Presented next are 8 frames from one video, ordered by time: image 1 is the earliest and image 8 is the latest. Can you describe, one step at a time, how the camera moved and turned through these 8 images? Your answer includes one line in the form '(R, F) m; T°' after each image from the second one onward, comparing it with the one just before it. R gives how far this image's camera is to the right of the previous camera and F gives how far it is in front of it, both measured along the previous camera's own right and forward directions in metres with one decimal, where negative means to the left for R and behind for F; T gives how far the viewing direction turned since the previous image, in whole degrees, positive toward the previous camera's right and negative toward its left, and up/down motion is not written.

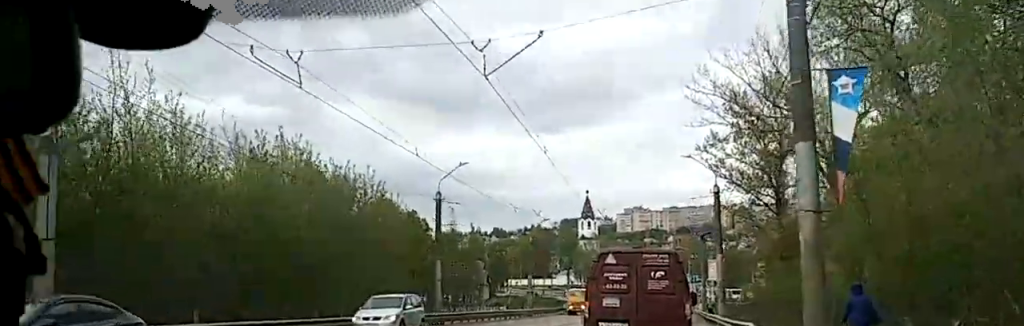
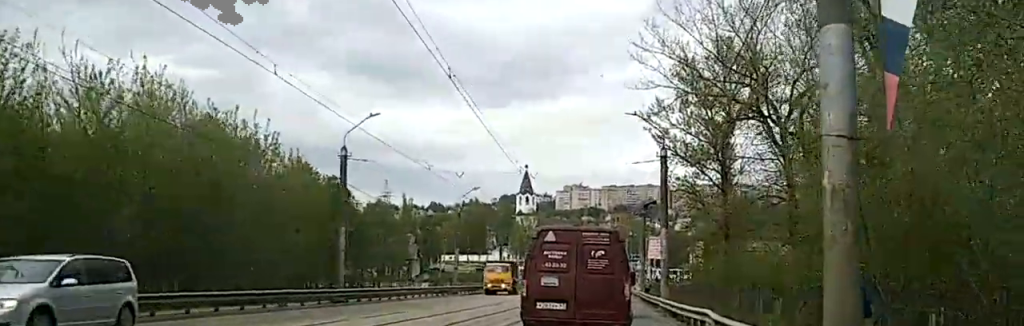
(-0.1, +7.4) m; -1°
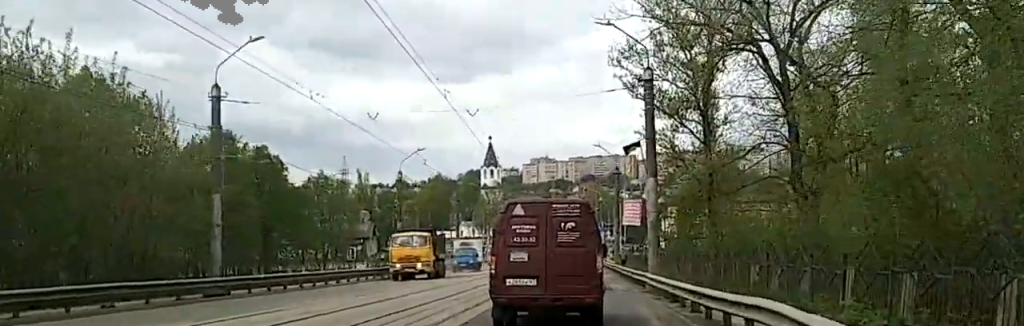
(-0.1, +11.7) m; -1°
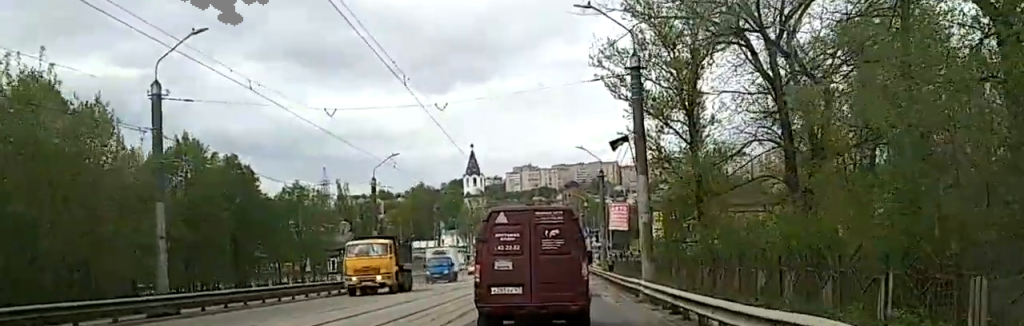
(0.0, +2.9) m; 0°
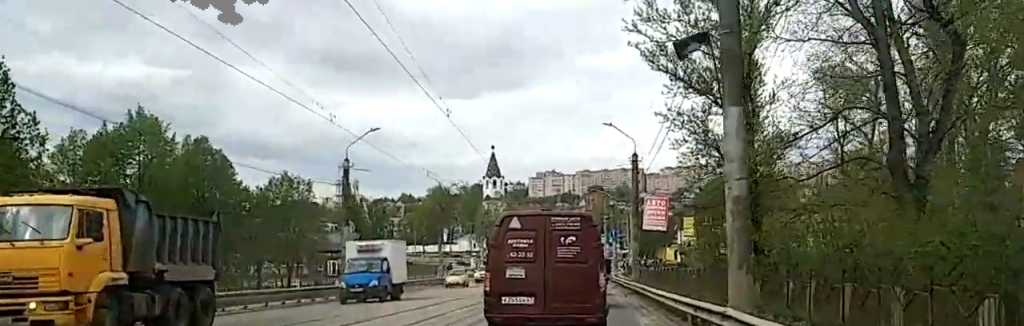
(0.0, +10.9) m; 0°
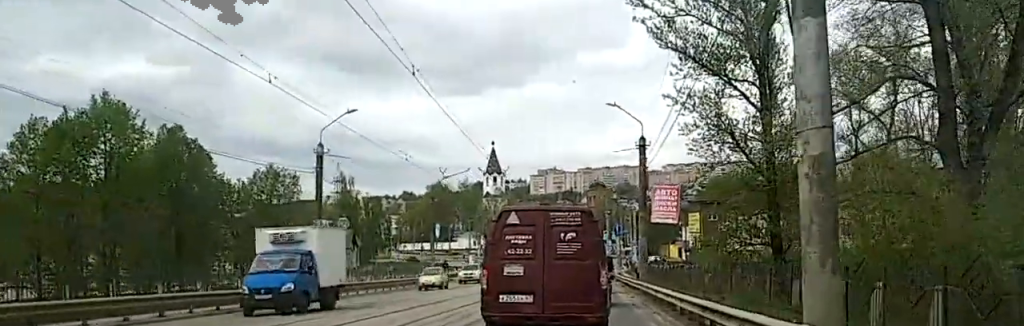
(0.0, +3.9) m; 0°
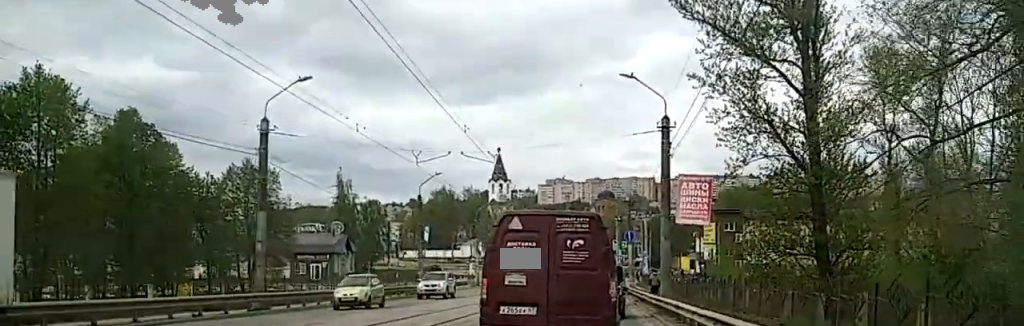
(0.0, +6.5) m; 0°
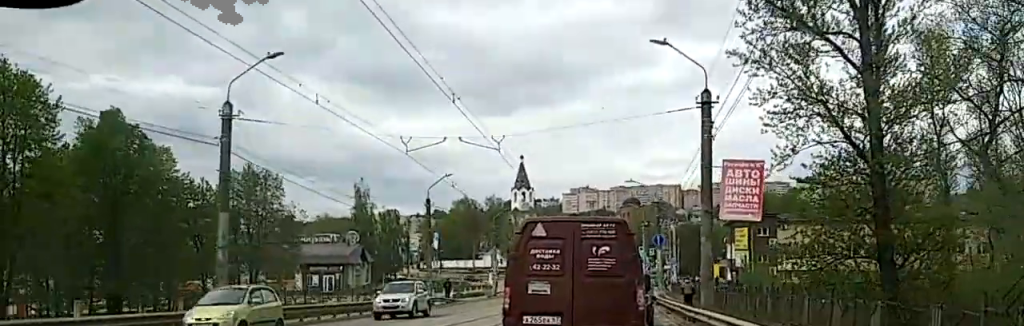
(0.0, +4.7) m; 0°
